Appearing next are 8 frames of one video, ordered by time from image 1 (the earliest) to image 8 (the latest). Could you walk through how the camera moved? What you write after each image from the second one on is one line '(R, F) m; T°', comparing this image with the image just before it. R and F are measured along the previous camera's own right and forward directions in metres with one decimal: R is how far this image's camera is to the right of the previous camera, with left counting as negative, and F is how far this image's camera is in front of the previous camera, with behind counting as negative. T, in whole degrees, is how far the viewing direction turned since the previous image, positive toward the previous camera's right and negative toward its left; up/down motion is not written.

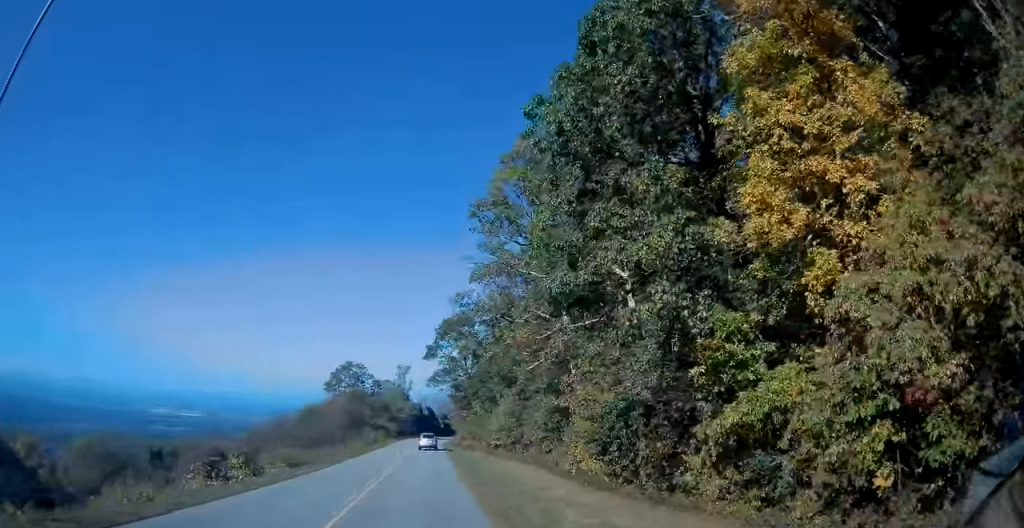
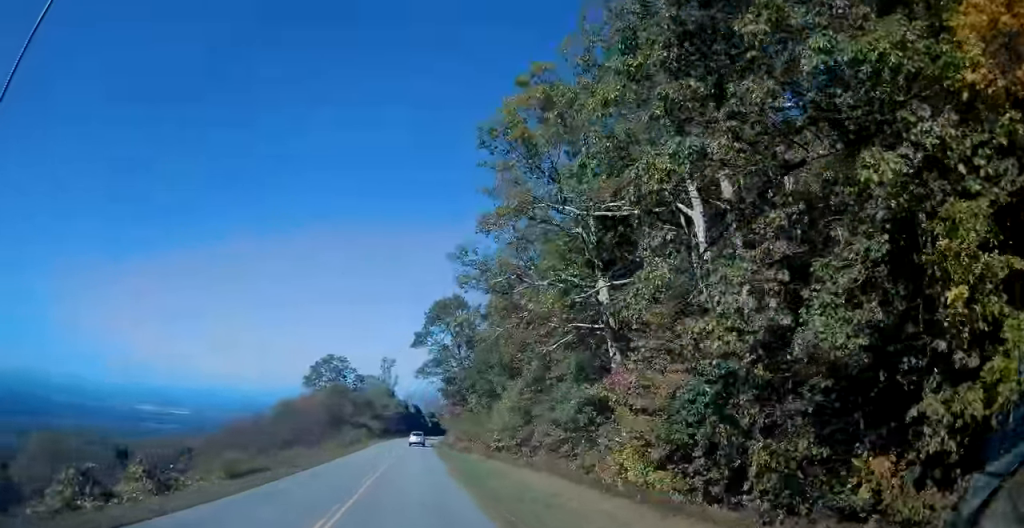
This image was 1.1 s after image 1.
(+0.4, +10.5) m; +5°
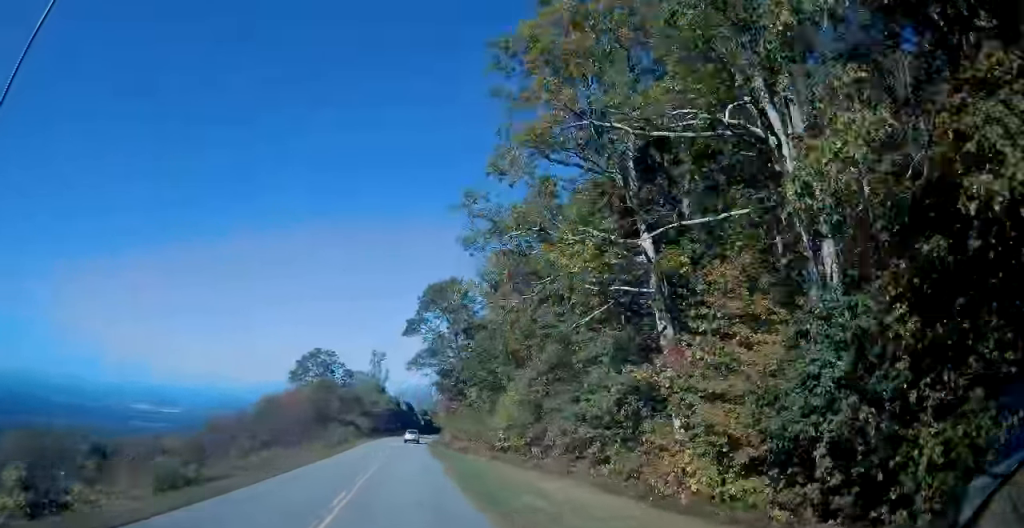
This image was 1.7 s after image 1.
(+0.2, +7.1) m; +2°
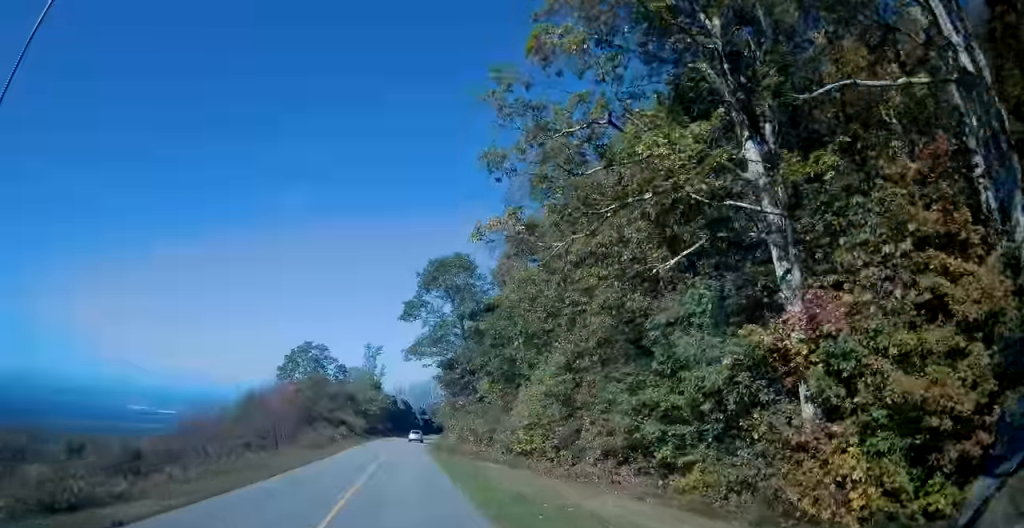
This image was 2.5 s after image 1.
(+0.1, +8.6) m; -1°
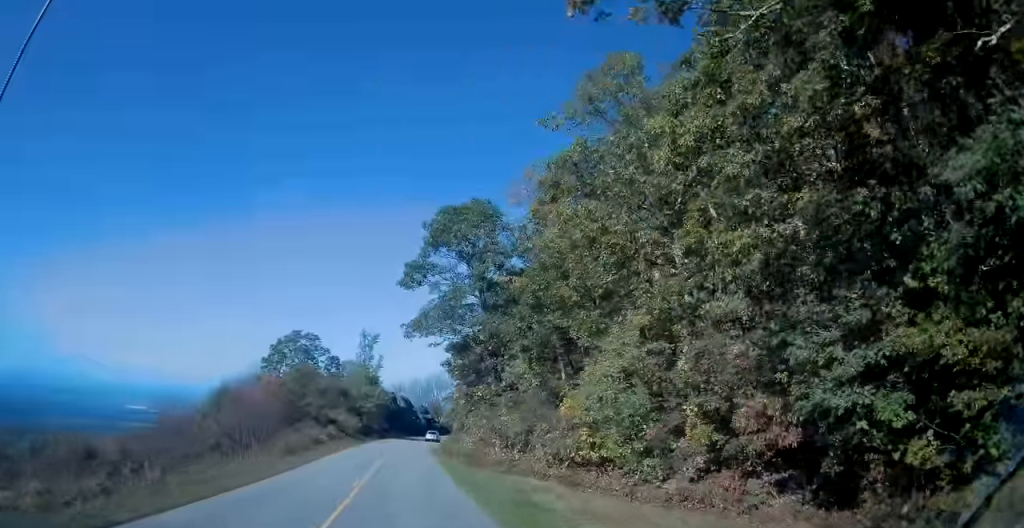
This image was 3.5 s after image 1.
(-0.3, +12.3) m; -1°
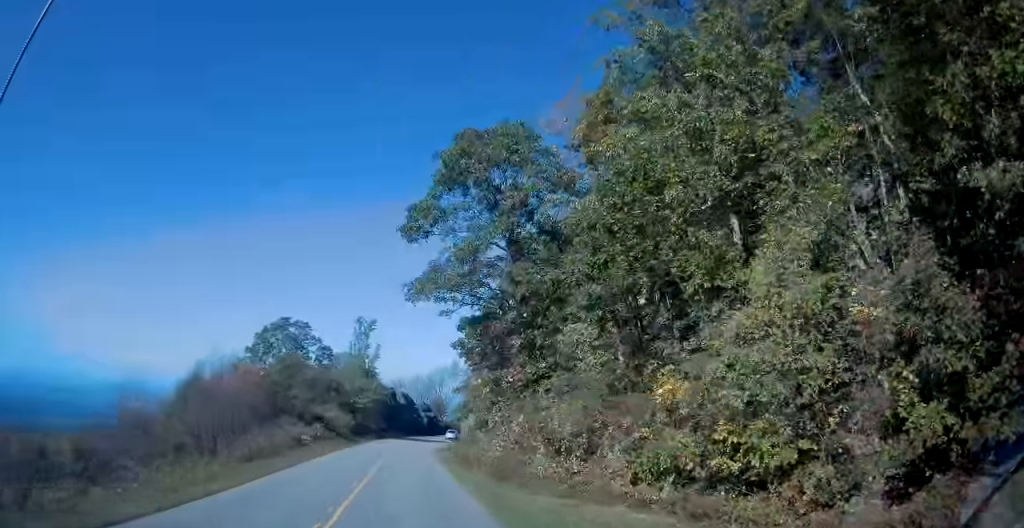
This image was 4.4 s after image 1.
(+0.1, +10.2) m; 0°
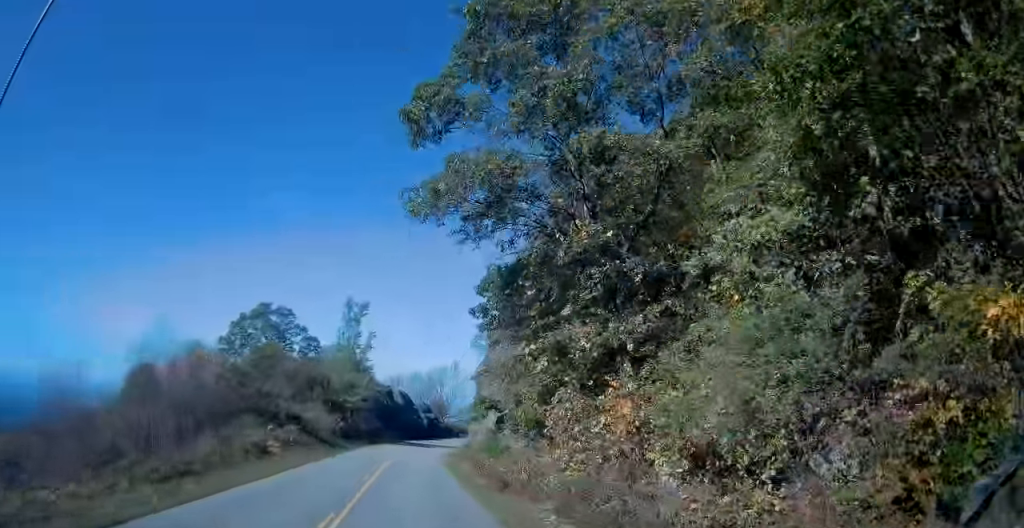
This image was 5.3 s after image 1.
(0.0, +11.2) m; 0°
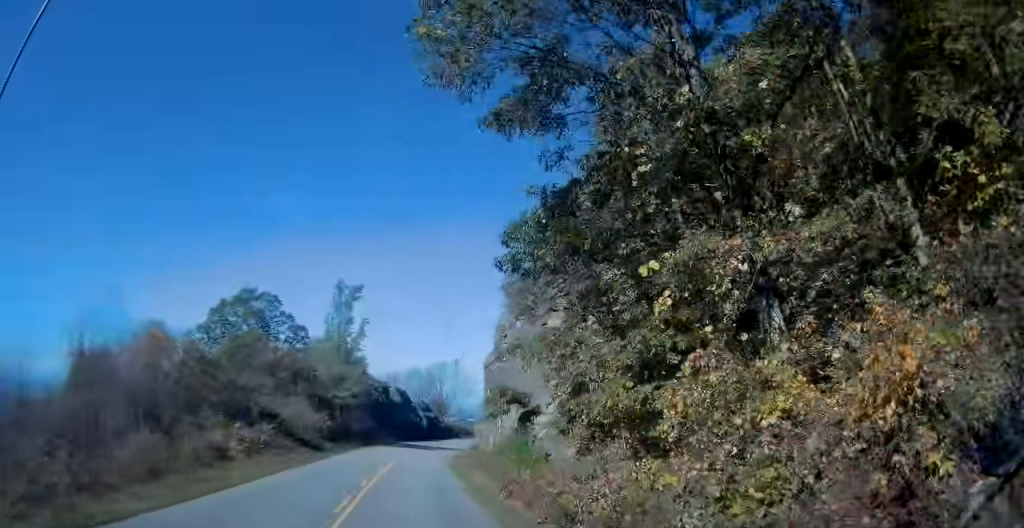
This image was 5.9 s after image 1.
(0.0, +7.6) m; 0°
